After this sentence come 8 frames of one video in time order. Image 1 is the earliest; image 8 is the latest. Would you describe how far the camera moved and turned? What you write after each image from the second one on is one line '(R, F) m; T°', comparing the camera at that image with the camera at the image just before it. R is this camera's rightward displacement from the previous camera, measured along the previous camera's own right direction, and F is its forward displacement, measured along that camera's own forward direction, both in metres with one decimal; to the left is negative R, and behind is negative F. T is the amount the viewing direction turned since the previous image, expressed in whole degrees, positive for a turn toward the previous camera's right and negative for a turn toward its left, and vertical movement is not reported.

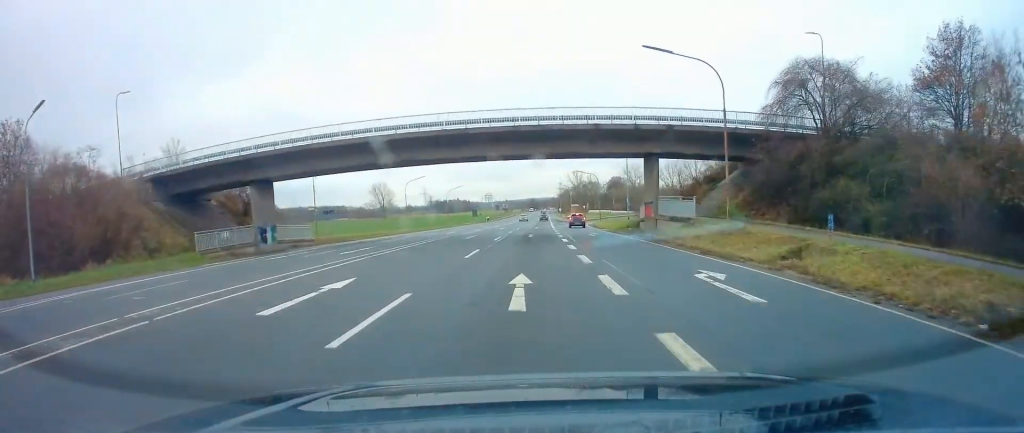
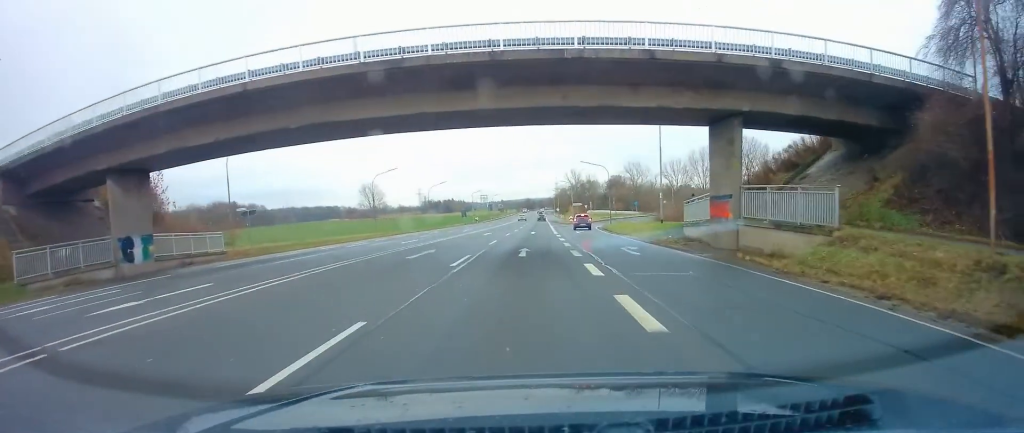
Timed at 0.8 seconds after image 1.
(+0.2, +15.1) m; 0°
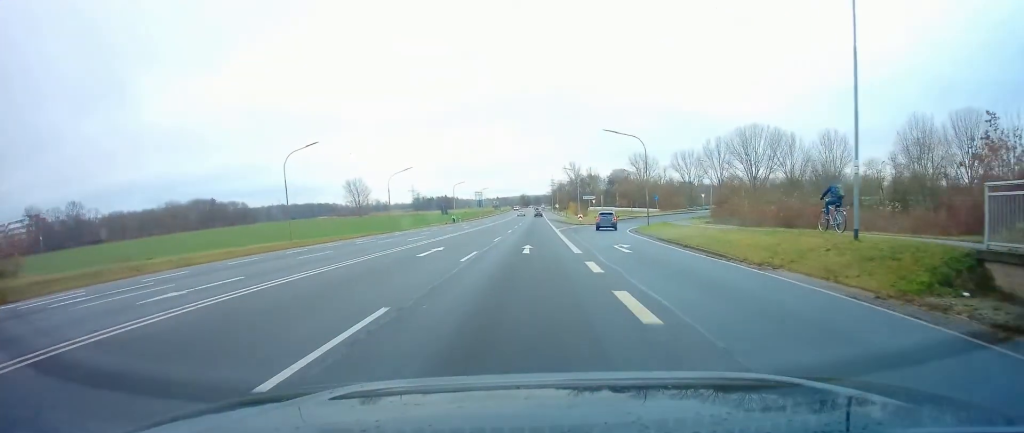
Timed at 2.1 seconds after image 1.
(-0.2, +23.9) m; 0°
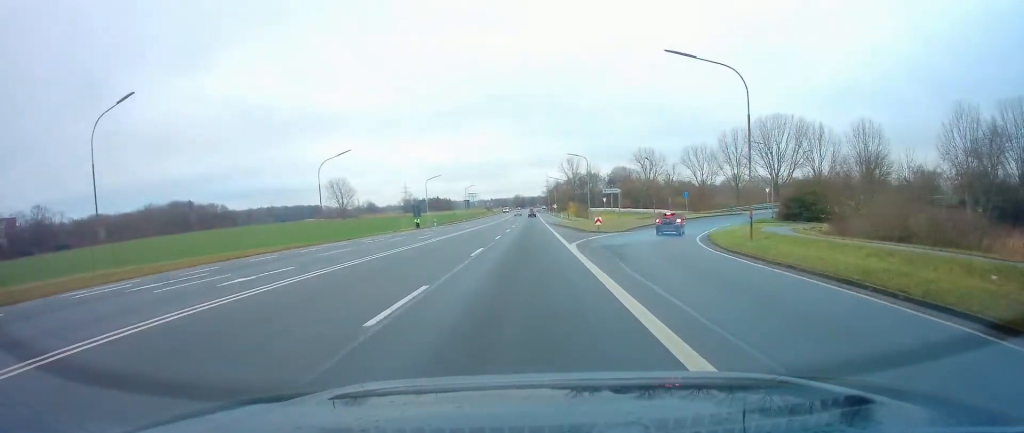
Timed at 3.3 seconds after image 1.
(+0.2, +21.7) m; +1°
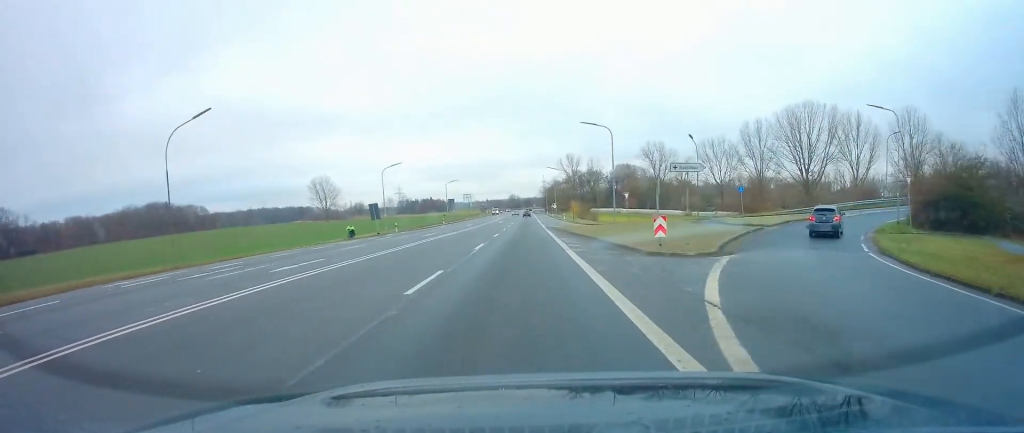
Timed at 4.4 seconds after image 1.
(0.0, +21.8) m; 0°
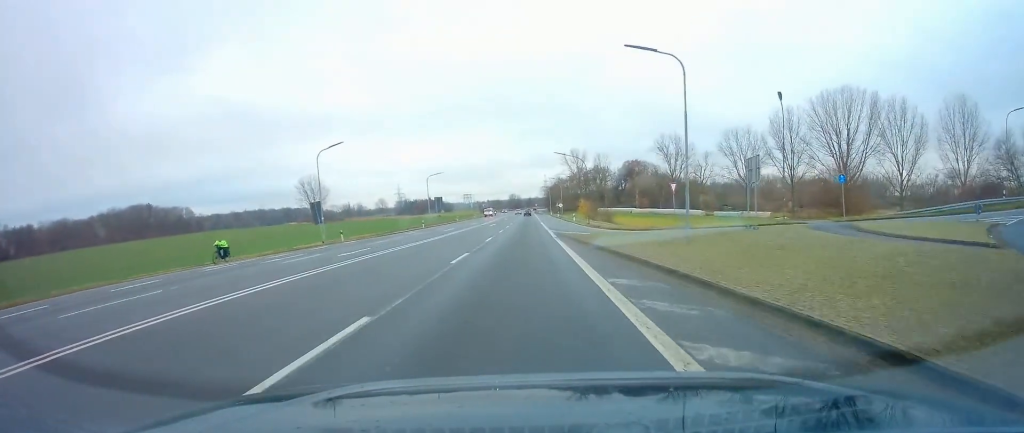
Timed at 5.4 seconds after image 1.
(0.0, +18.9) m; 0°
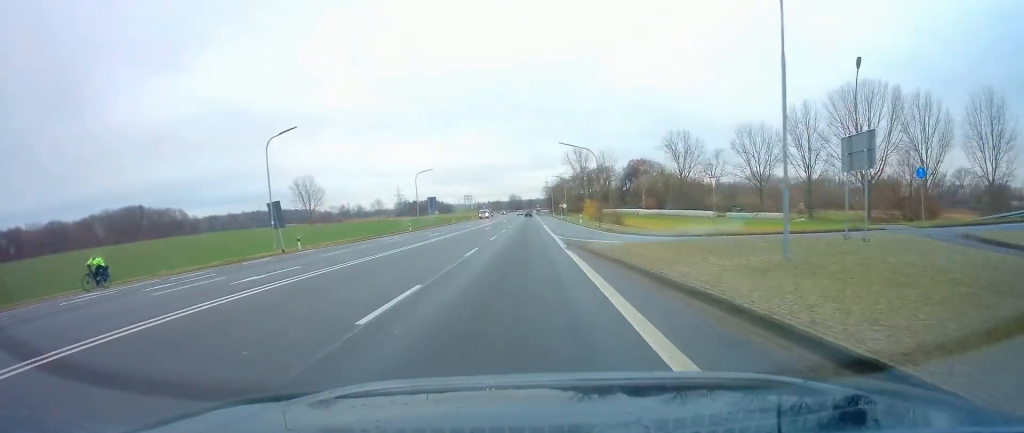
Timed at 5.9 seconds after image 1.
(0.0, +8.7) m; 0°
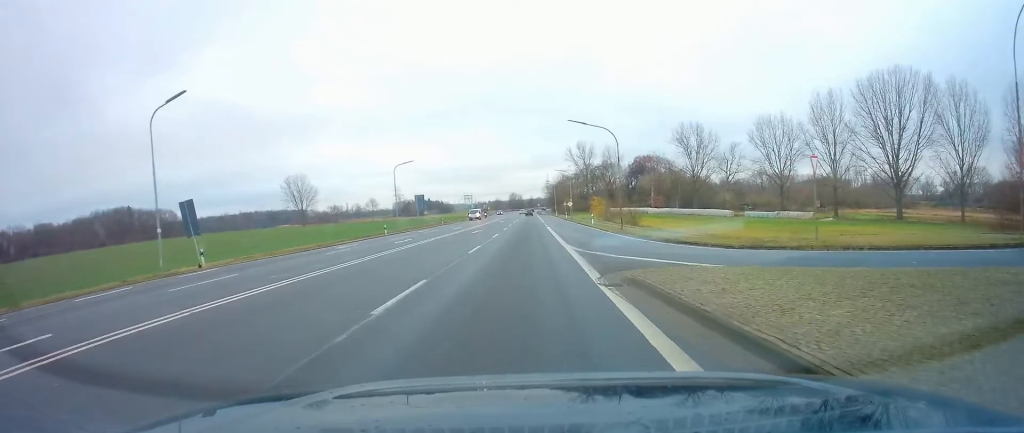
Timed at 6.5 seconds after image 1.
(0.0, +11.8) m; -1°
